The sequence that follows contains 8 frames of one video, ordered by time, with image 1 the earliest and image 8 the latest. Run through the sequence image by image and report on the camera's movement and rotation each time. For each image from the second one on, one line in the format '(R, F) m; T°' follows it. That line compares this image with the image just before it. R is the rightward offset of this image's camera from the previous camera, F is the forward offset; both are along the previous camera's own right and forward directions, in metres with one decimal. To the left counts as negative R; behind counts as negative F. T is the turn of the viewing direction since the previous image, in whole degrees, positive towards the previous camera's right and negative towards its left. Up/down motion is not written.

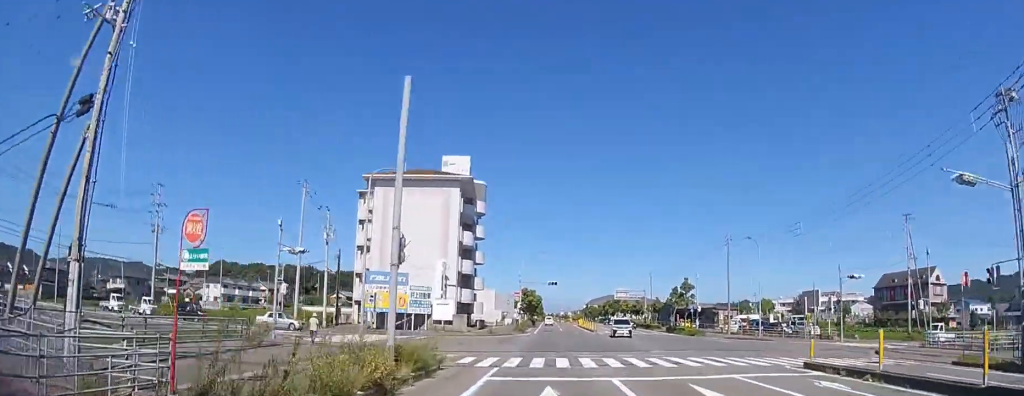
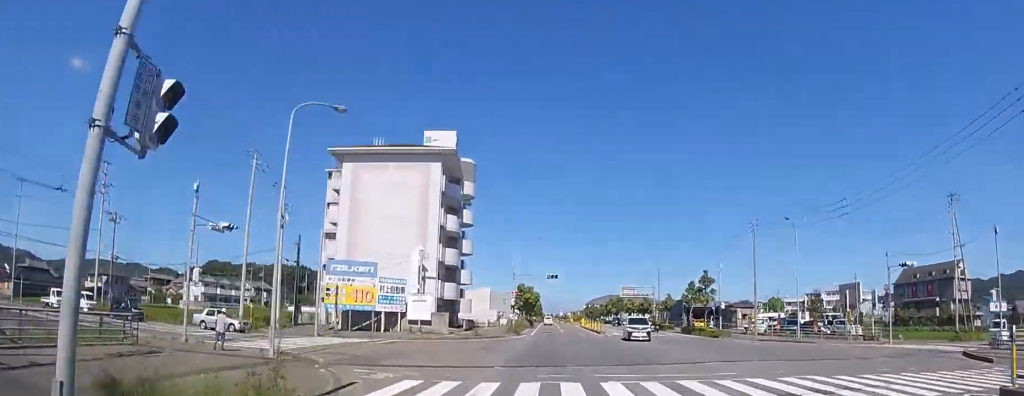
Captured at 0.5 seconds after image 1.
(0.0, +8.3) m; 0°
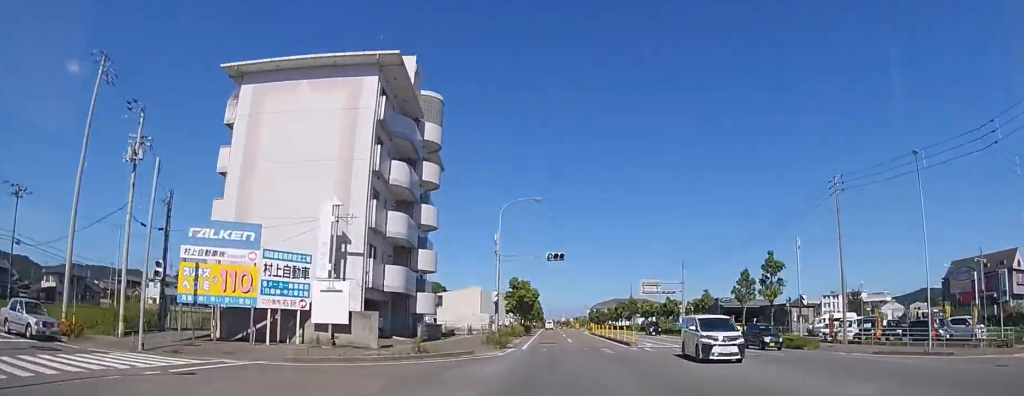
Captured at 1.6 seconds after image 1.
(0.0, +17.6) m; 0°
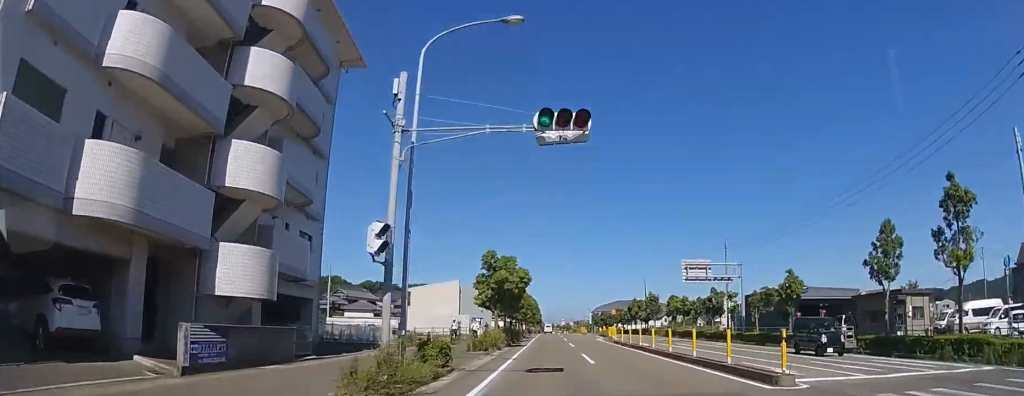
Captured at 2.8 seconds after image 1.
(0.0, +20.8) m; 0°
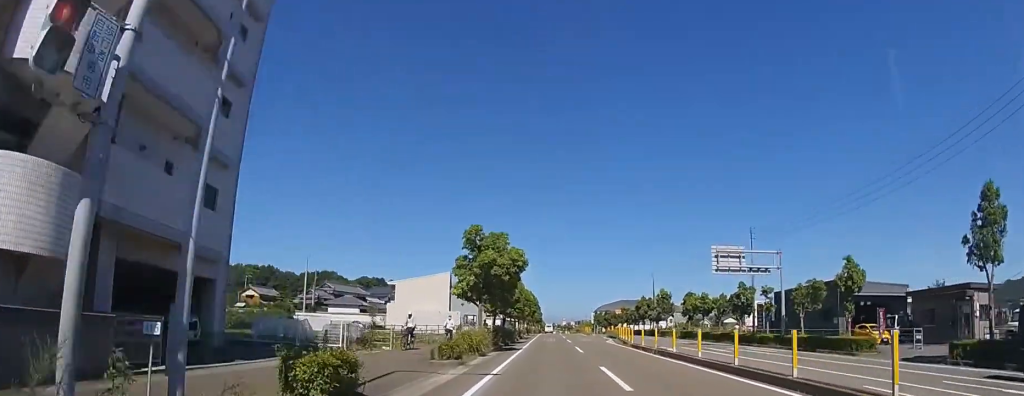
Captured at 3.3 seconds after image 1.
(0.0, +8.2) m; 0°
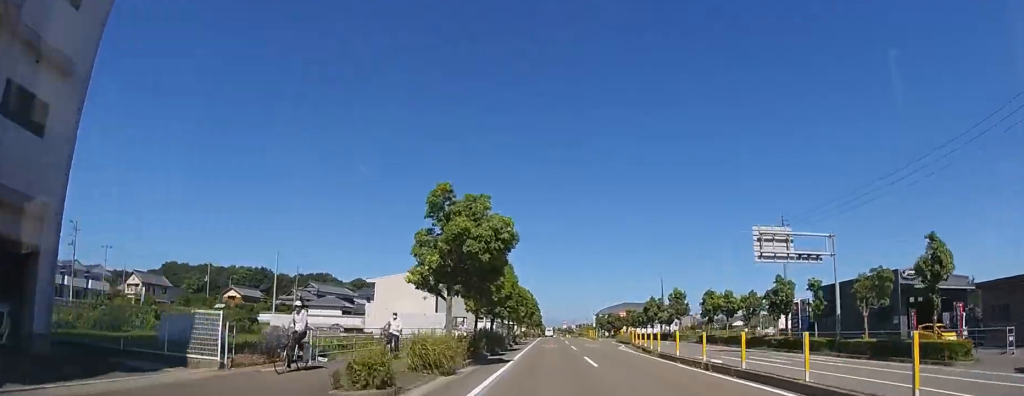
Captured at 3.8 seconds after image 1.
(0.0, +7.7) m; 0°
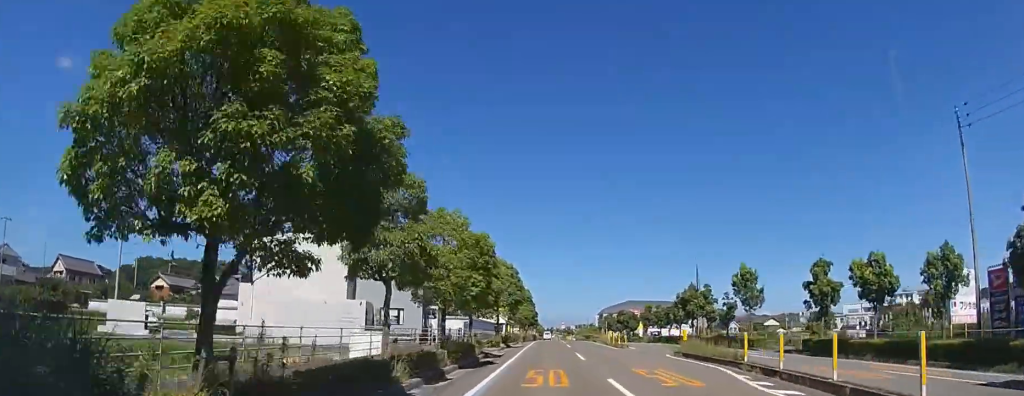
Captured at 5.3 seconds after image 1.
(0.0, +25.1) m; 0°
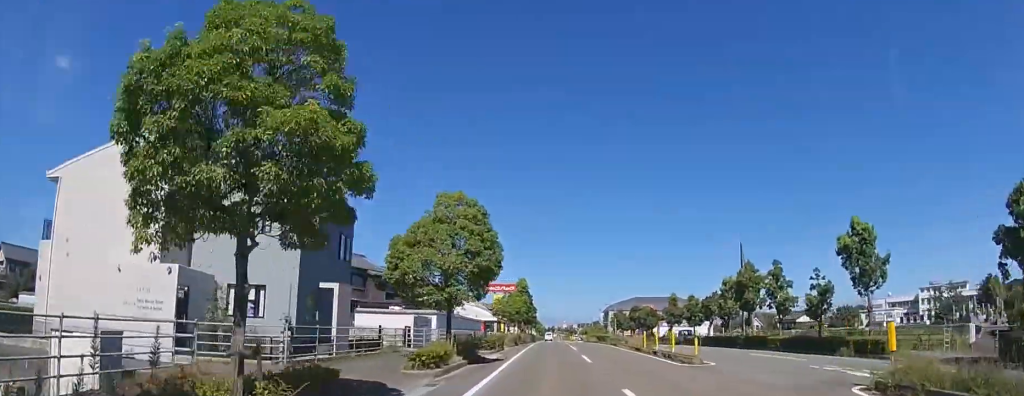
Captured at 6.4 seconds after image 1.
(0.0, +17.5) m; 0°
